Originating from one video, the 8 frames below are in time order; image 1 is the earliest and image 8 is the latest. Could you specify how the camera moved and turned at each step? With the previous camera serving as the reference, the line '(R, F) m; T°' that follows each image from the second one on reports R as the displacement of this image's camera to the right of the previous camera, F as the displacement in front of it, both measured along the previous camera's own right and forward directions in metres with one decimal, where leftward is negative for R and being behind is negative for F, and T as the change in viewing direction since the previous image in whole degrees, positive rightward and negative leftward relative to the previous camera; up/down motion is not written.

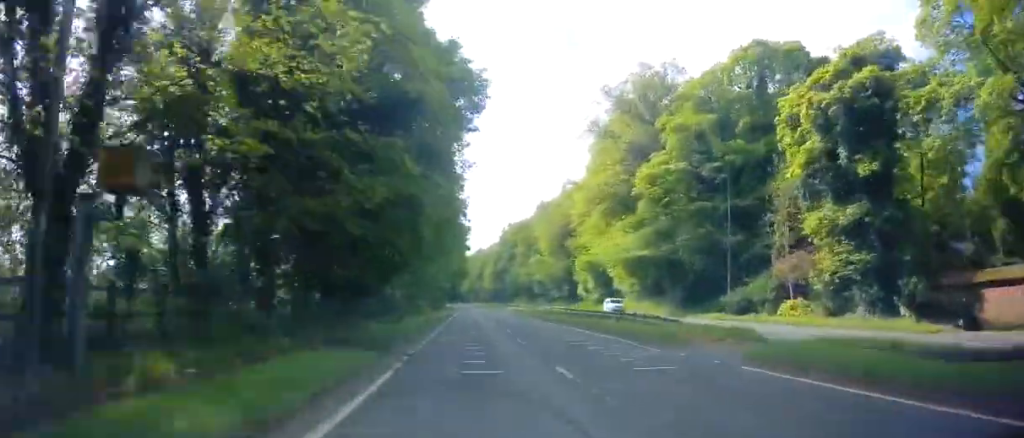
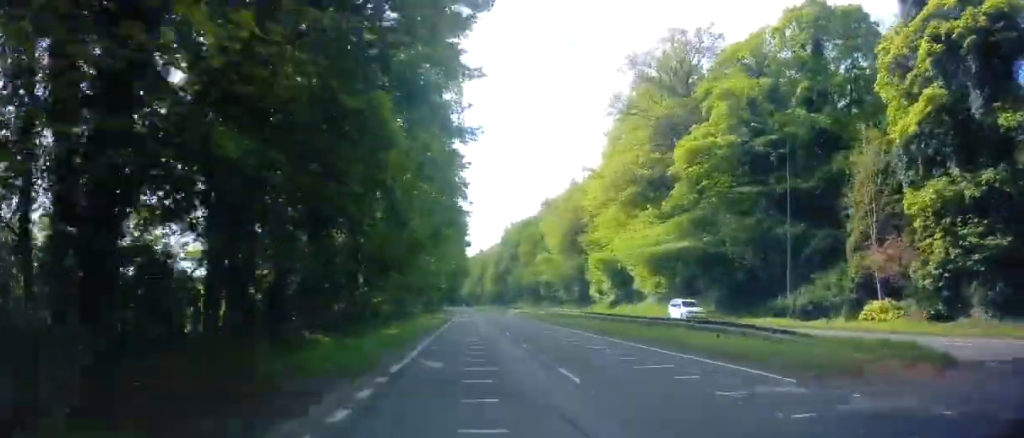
(+0.2, +9.2) m; +1°
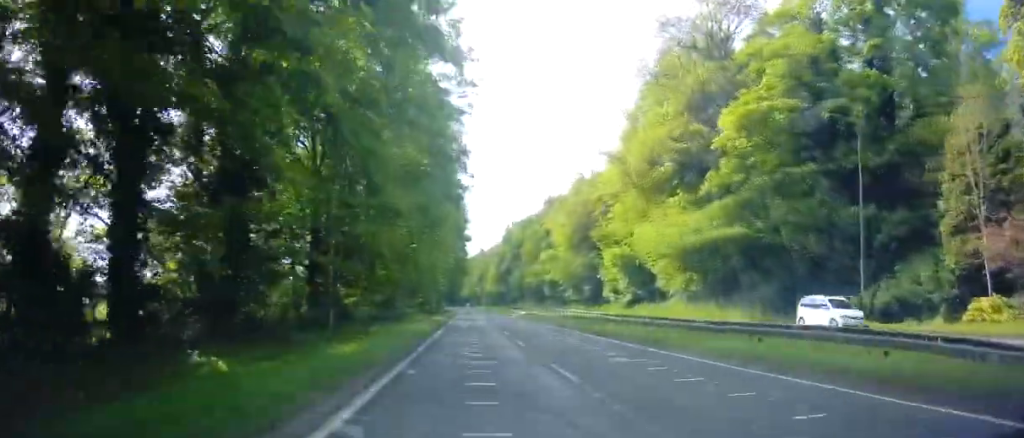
(0.0, +8.0) m; +1°
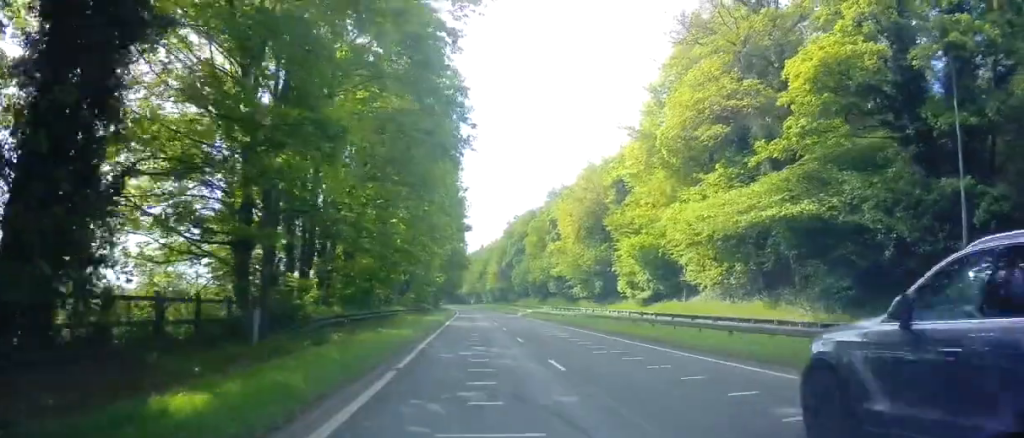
(+0.1, +8.1) m; 0°
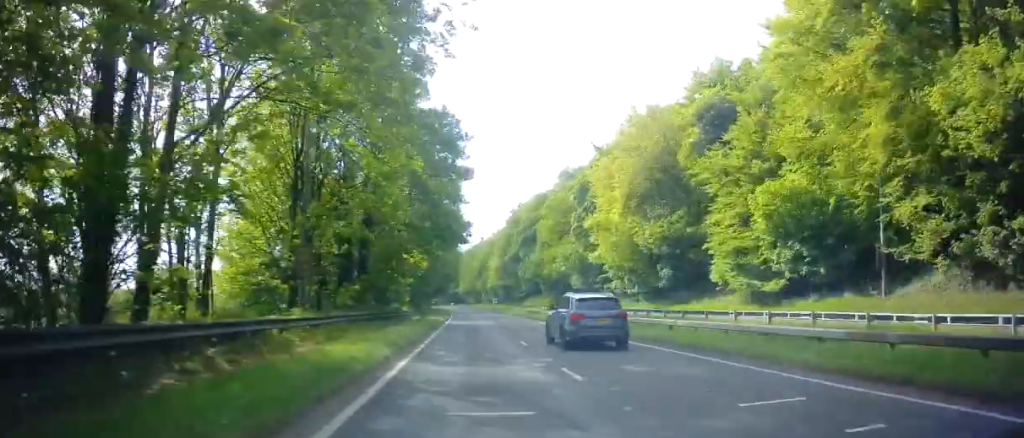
(-0.3, +28.8) m; -2°
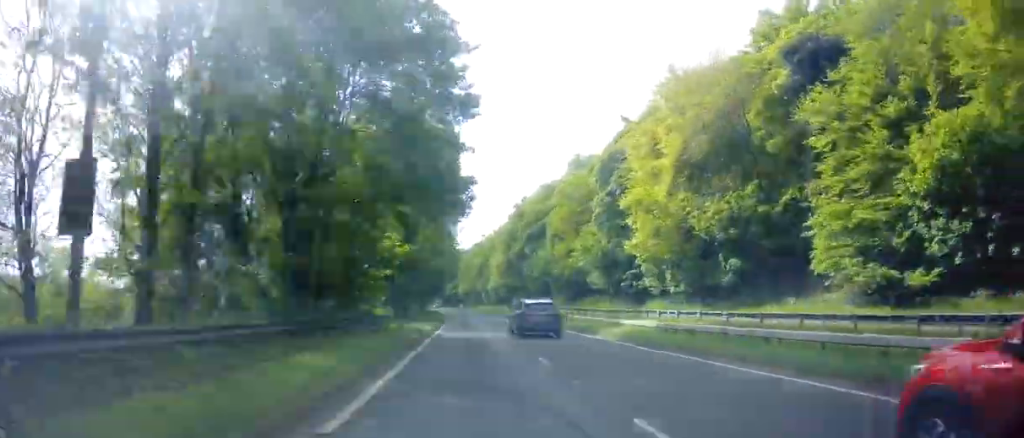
(-0.2, +14.2) m; 0°
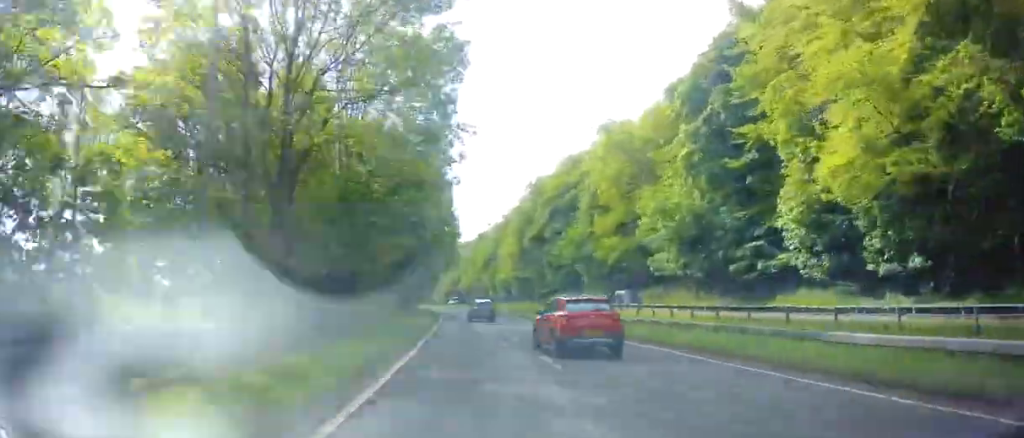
(+0.4, +28.0) m; 0°
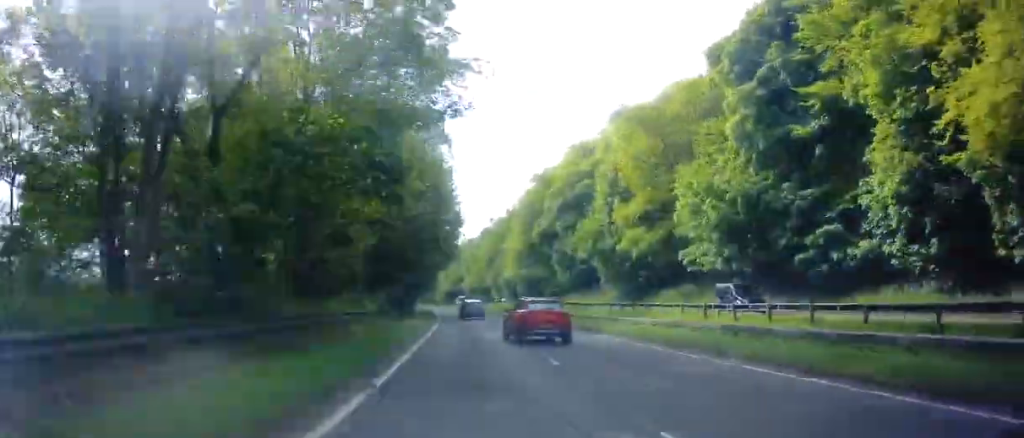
(0.0, +8.4) m; 0°
